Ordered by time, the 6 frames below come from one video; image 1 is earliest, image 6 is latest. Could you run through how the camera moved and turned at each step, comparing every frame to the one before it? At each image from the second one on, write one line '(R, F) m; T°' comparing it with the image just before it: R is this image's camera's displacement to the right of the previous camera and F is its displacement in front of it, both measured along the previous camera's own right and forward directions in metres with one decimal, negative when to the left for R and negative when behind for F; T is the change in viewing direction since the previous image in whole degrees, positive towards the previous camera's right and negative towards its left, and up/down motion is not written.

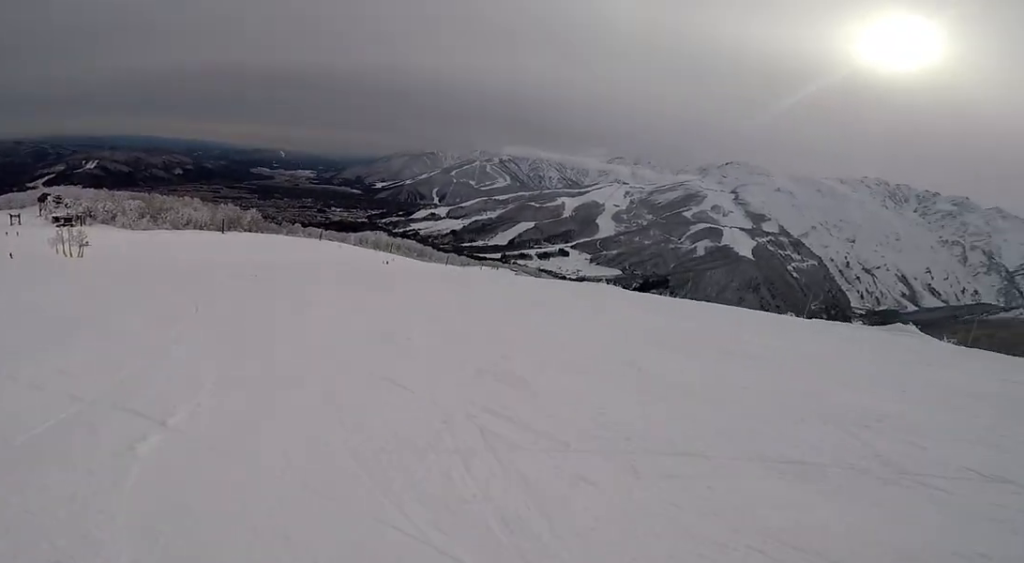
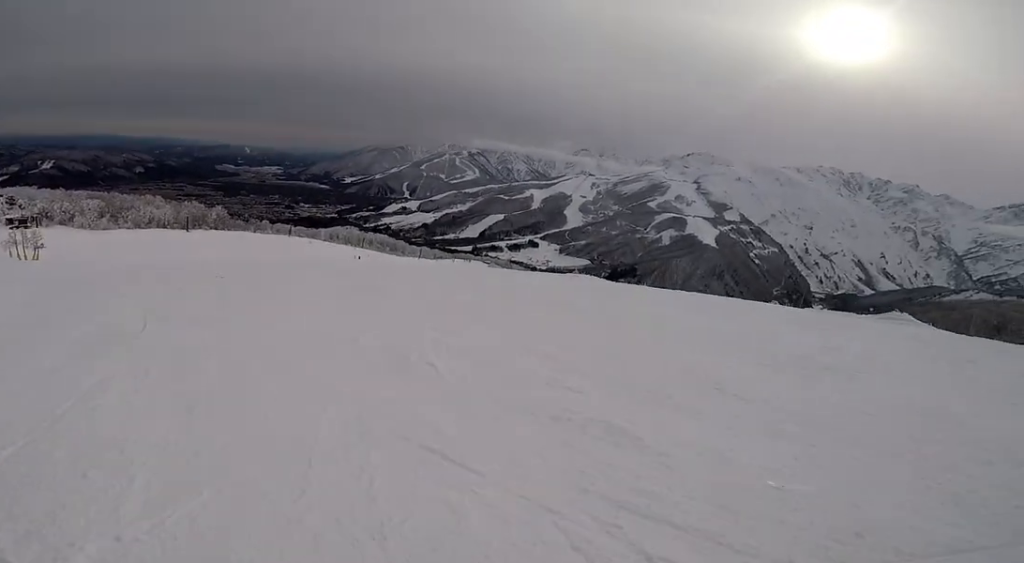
(+0.9, +2.2) m; +14°
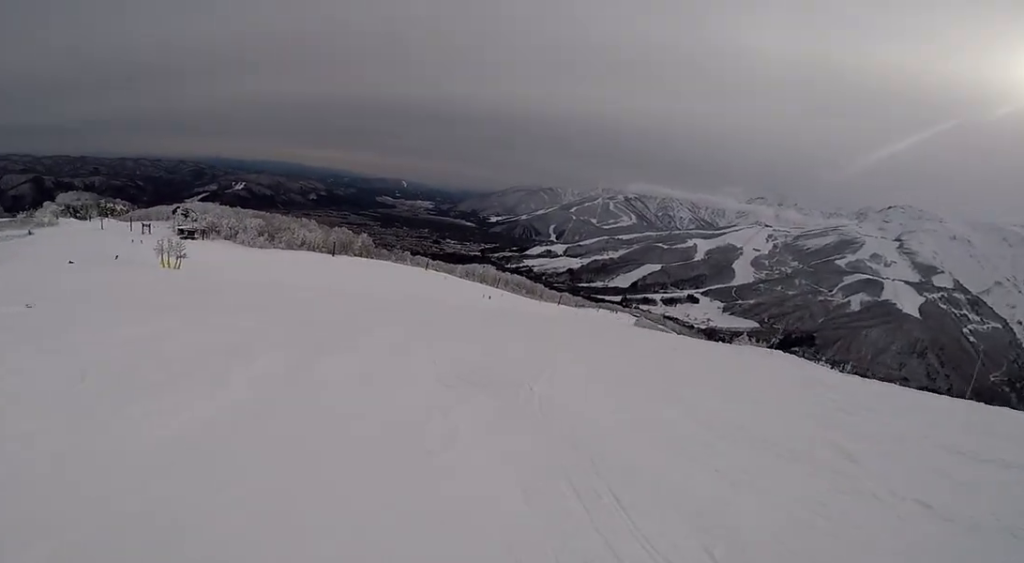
(+0.7, +11.8) m; -18°
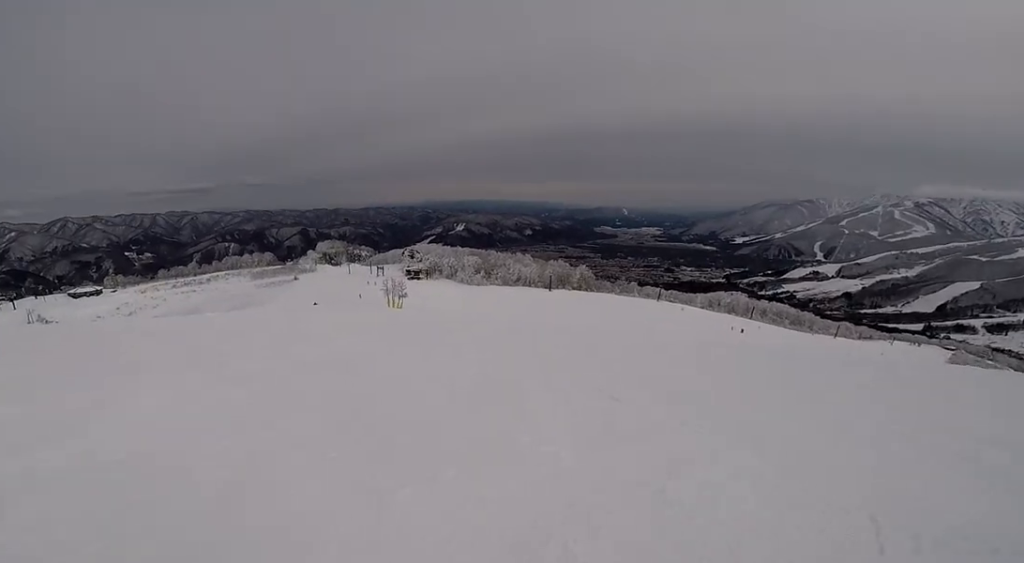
(-1.5, +5.3) m; -35°
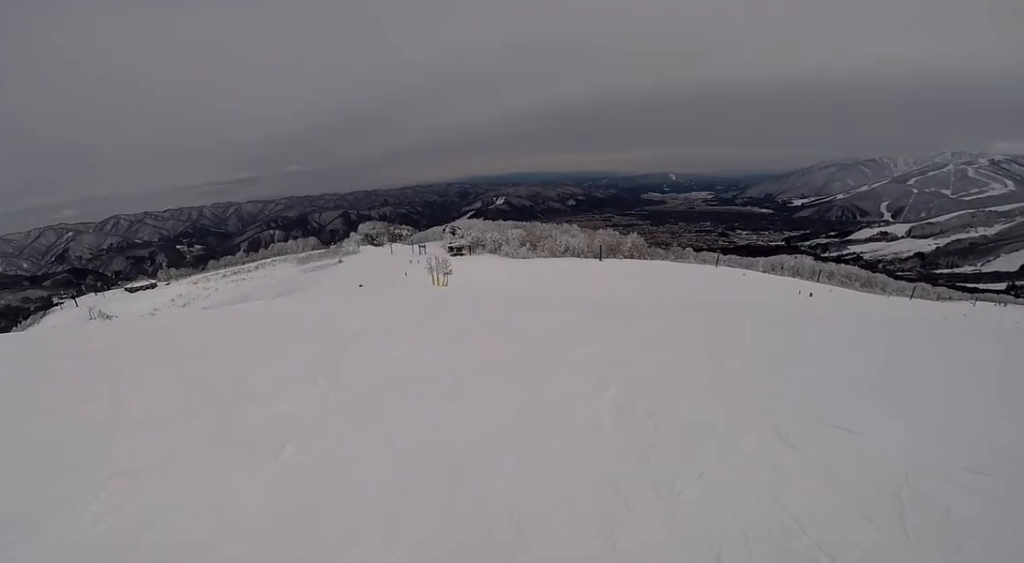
(-0.8, +2.4) m; -10°
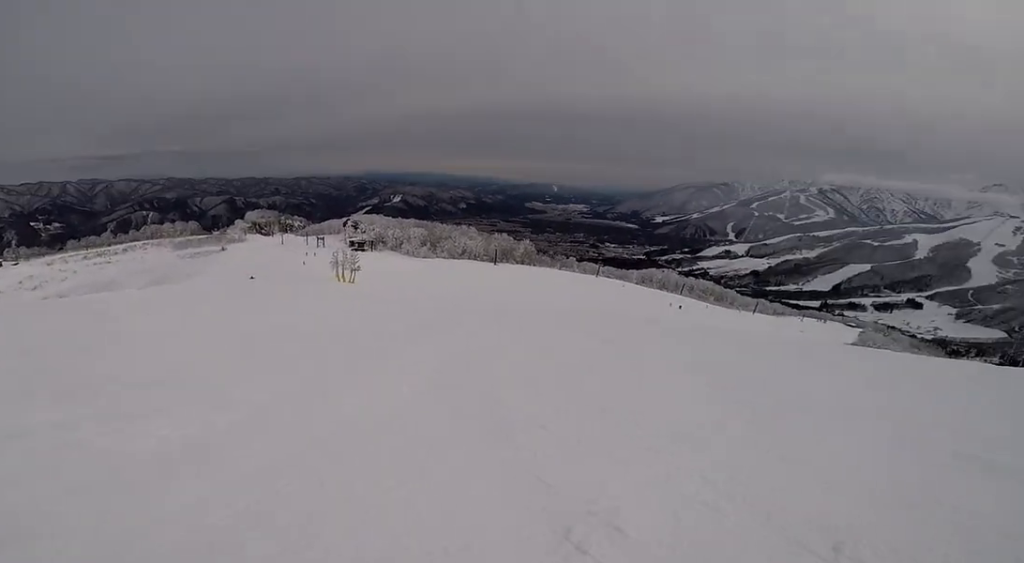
(+1.1, +7.5) m; +28°
